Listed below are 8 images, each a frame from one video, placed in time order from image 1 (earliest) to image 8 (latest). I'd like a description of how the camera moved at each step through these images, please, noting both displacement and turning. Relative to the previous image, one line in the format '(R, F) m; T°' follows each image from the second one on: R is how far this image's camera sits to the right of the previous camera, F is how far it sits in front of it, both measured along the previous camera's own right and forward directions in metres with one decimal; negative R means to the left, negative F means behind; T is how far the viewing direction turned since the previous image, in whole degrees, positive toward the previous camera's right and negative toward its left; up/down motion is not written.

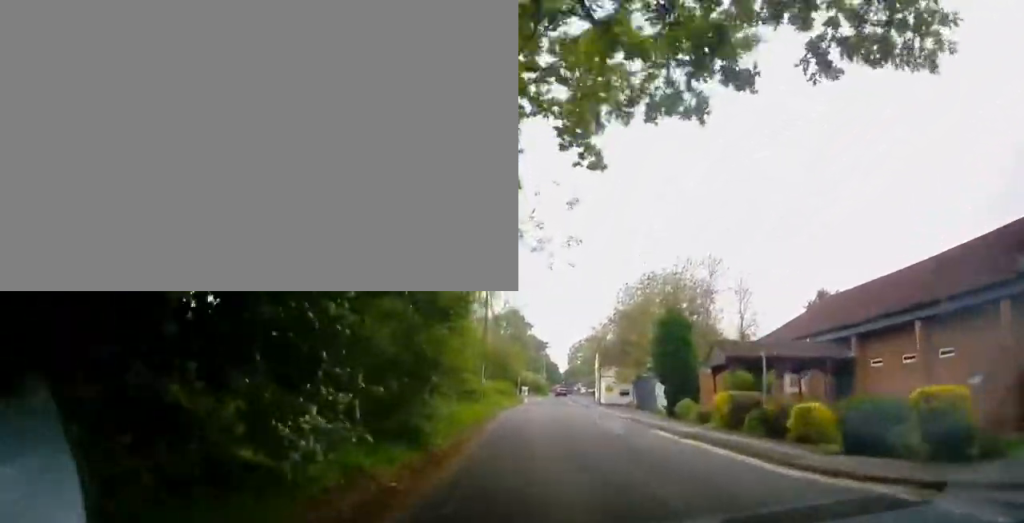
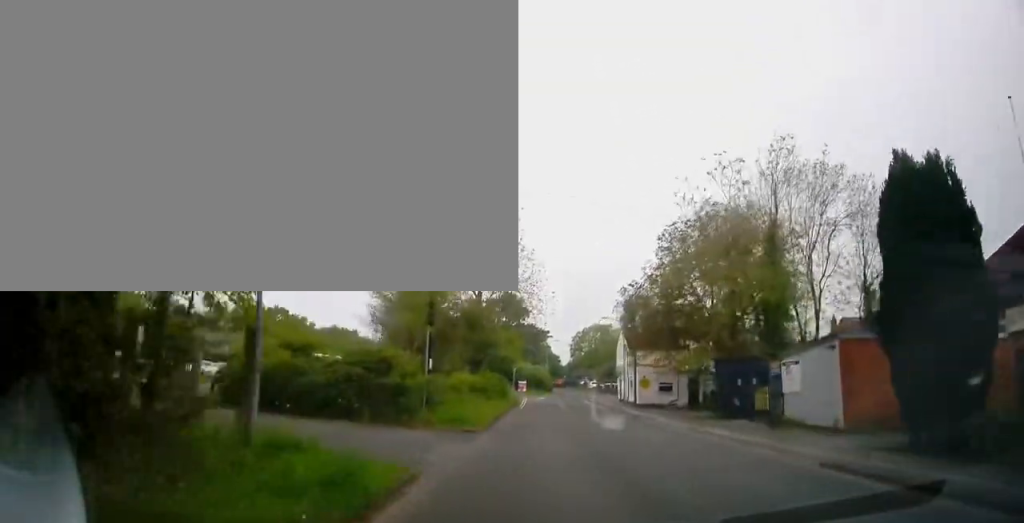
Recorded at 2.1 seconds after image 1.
(0.0, +21.4) m; 0°
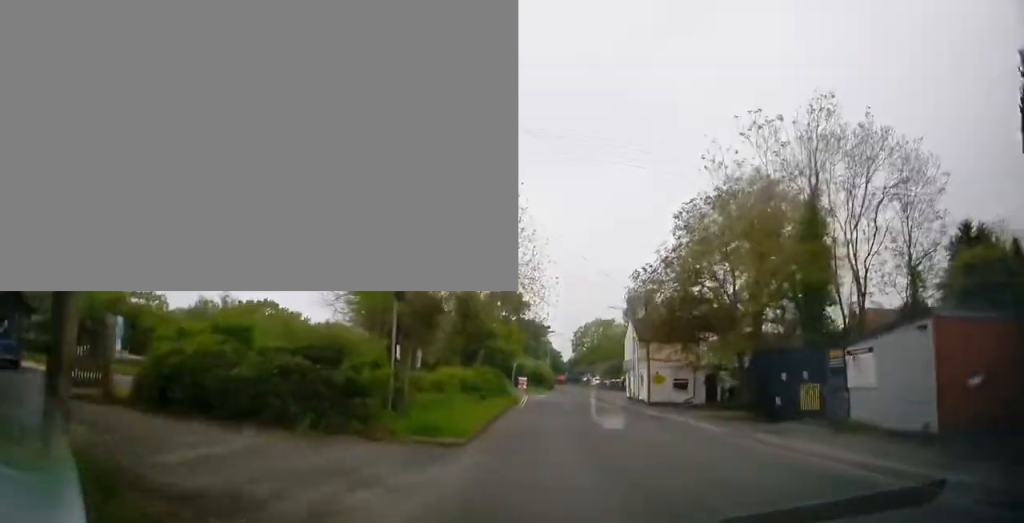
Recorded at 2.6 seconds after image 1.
(0.0, +4.2) m; 0°
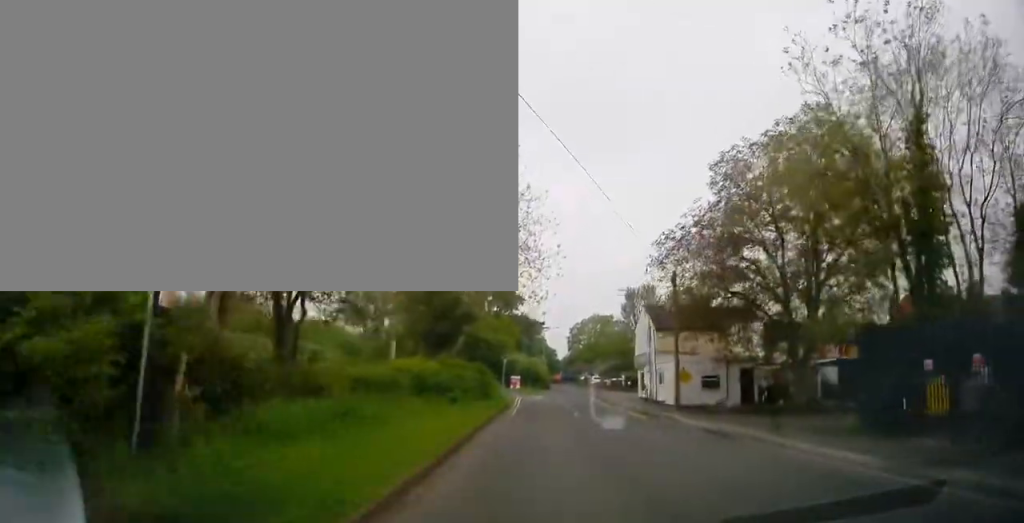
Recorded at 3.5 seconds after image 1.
(0.0, +8.9) m; +2°
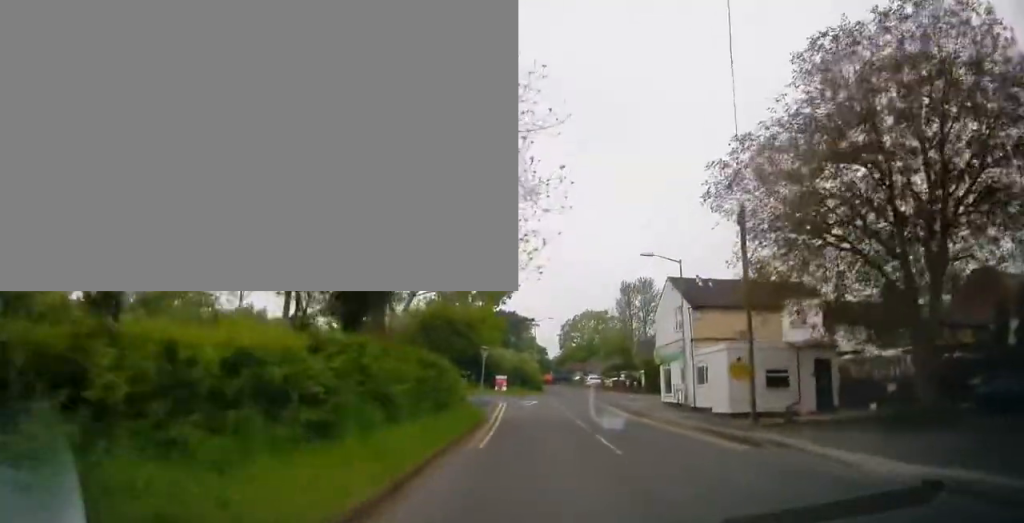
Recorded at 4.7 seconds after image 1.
(+0.5, +11.0) m; +2°
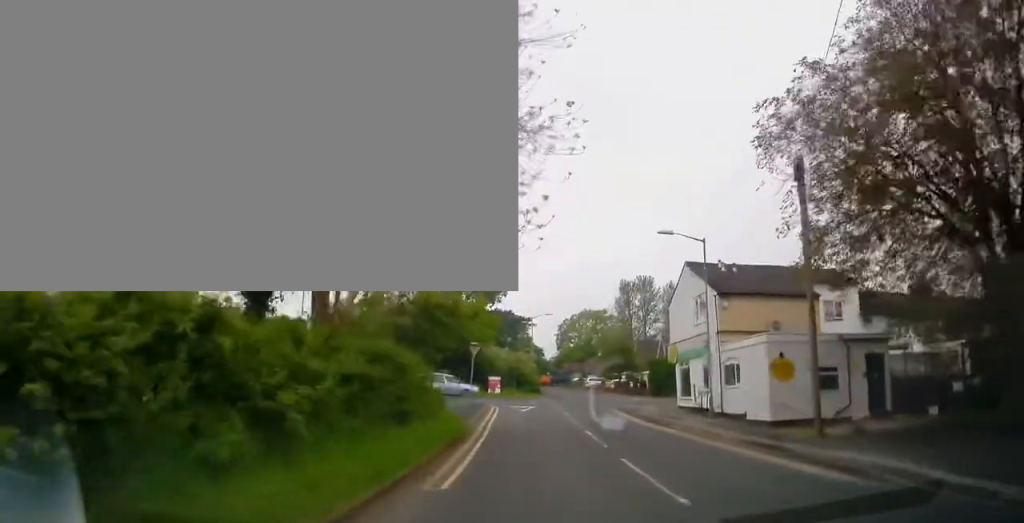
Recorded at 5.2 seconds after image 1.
(-0.1, +4.5) m; 0°
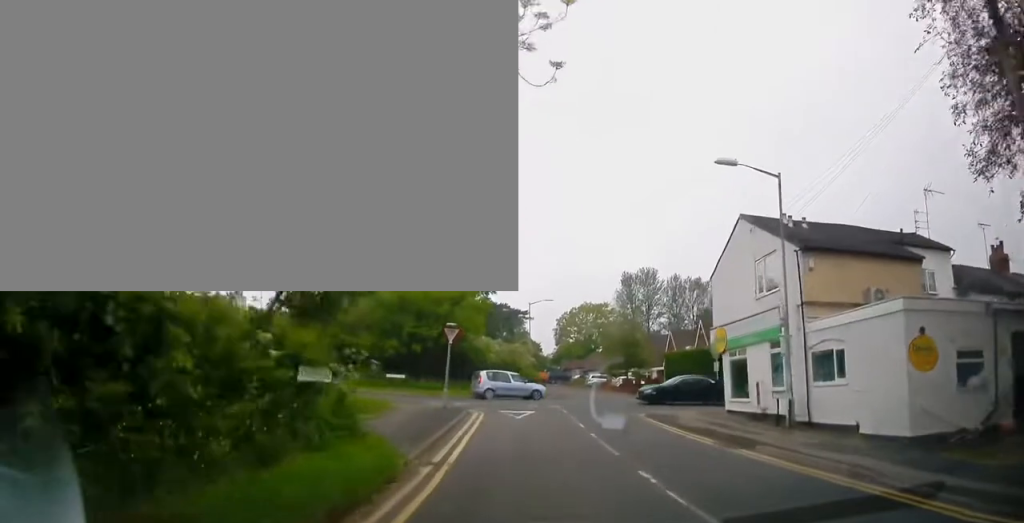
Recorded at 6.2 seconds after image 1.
(-0.1, +7.6) m; +2°
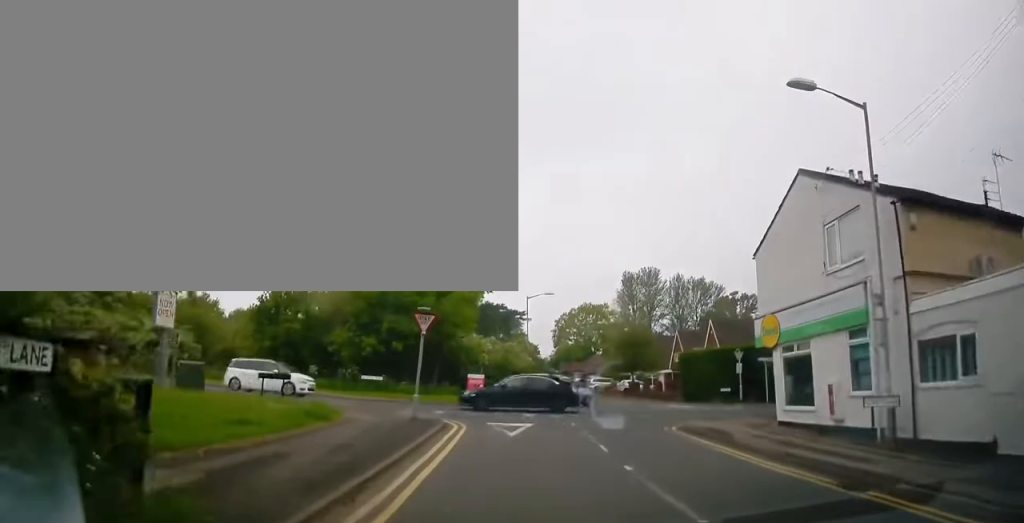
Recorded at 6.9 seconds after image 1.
(+0.2, +5.1) m; +3°
